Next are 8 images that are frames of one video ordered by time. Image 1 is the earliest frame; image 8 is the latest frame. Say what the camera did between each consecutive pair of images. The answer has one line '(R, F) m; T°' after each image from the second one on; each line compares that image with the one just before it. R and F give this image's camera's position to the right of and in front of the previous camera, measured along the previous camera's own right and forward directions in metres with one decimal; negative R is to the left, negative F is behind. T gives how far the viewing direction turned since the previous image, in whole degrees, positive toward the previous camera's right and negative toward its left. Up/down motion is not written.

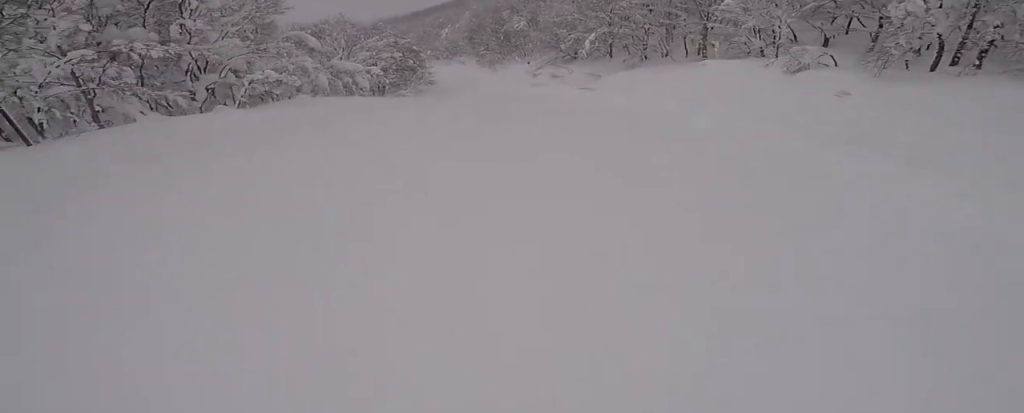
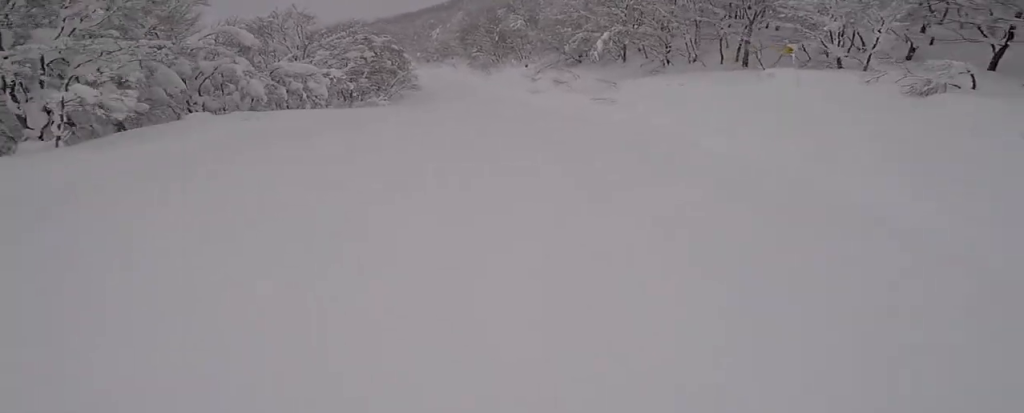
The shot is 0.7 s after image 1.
(-0.9, +7.4) m; -4°
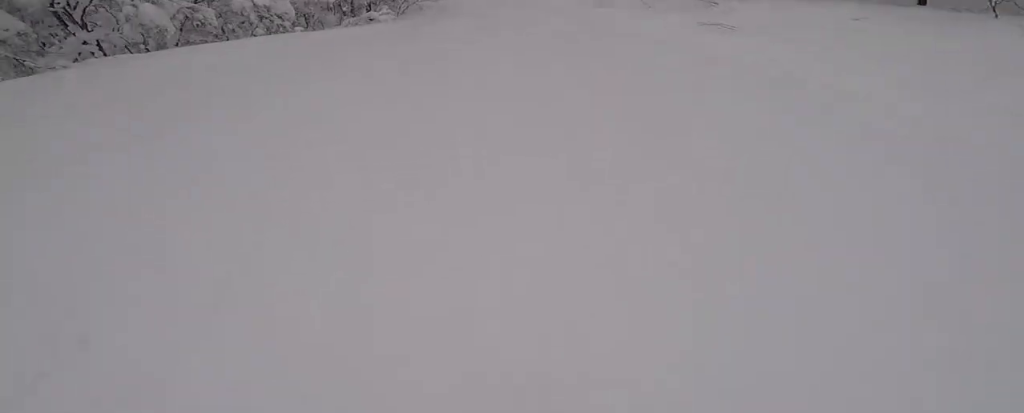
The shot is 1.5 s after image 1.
(+0.5, +8.6) m; 0°
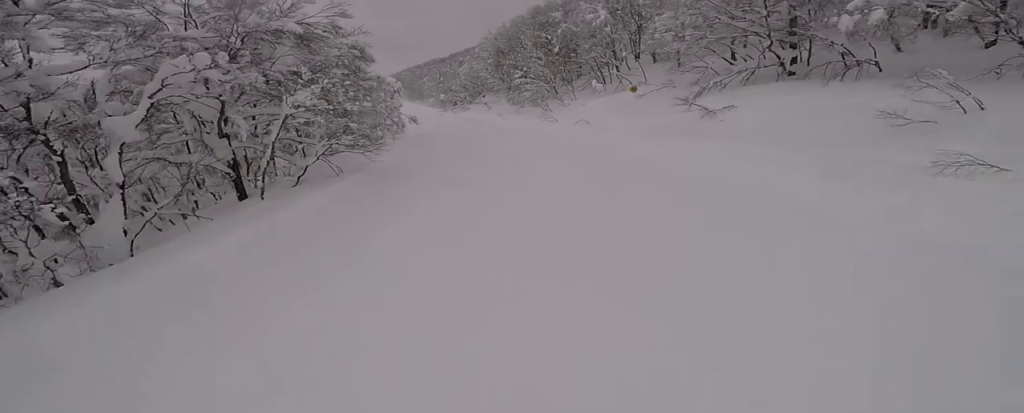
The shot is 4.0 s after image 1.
(-0.1, +27.2) m; -1°
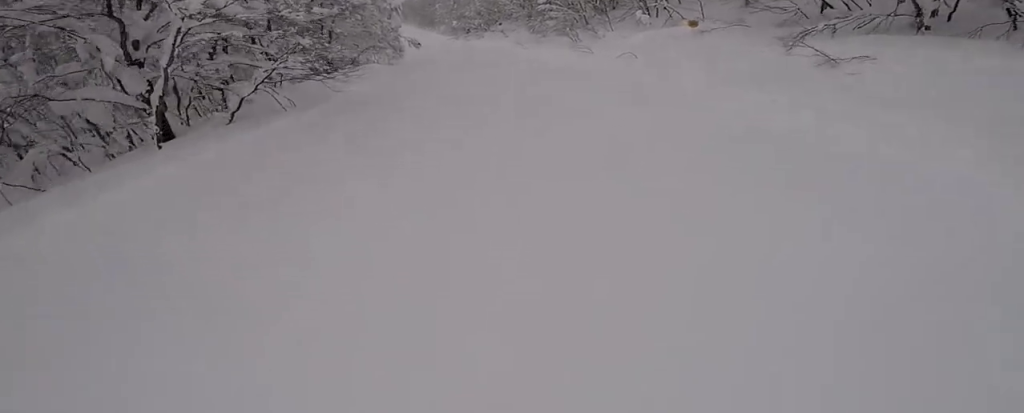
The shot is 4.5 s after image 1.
(-0.2, +5.1) m; -2°
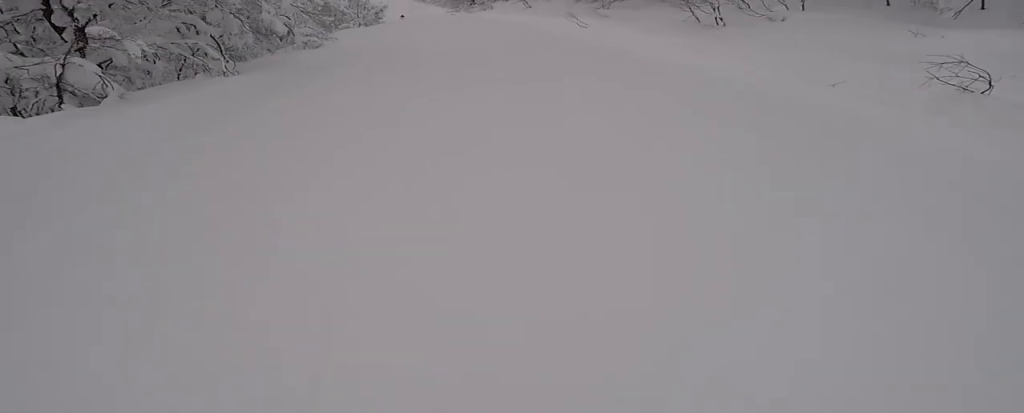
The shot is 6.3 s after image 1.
(-0.2, +20.7) m; -1°
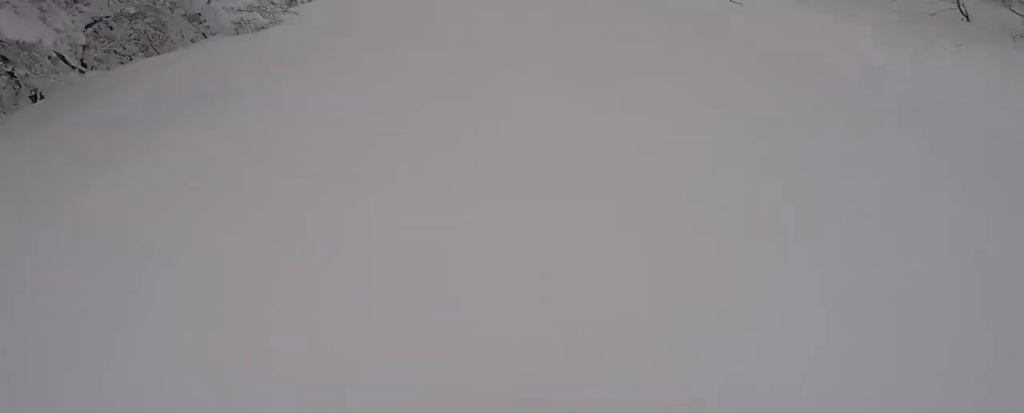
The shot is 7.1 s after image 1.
(0.0, +8.0) m; -2°
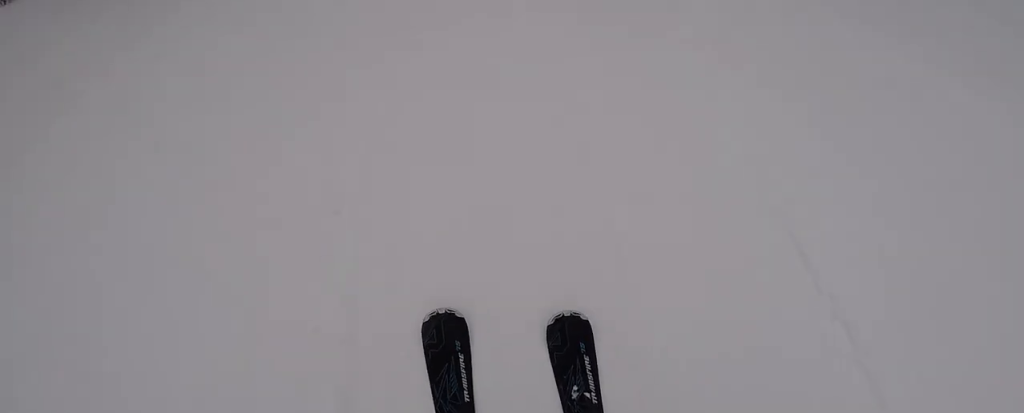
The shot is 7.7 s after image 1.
(+0.2, +5.9) m; -2°
